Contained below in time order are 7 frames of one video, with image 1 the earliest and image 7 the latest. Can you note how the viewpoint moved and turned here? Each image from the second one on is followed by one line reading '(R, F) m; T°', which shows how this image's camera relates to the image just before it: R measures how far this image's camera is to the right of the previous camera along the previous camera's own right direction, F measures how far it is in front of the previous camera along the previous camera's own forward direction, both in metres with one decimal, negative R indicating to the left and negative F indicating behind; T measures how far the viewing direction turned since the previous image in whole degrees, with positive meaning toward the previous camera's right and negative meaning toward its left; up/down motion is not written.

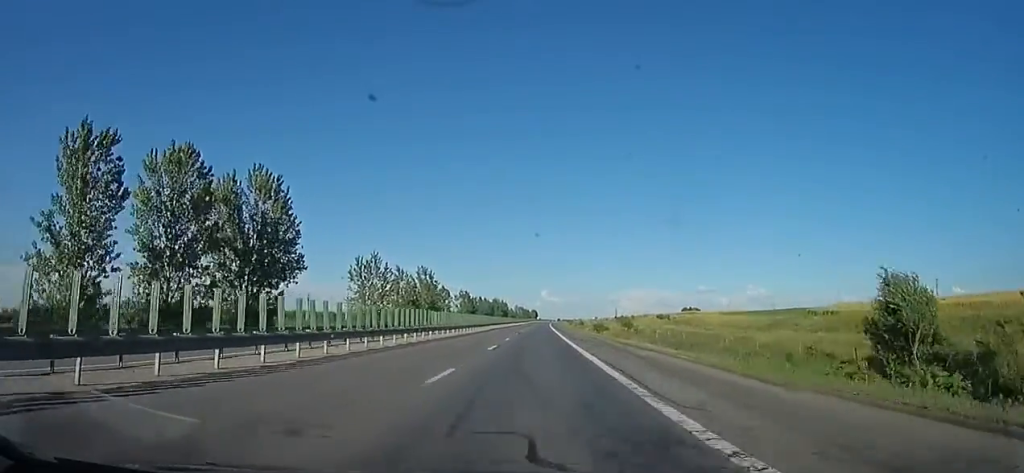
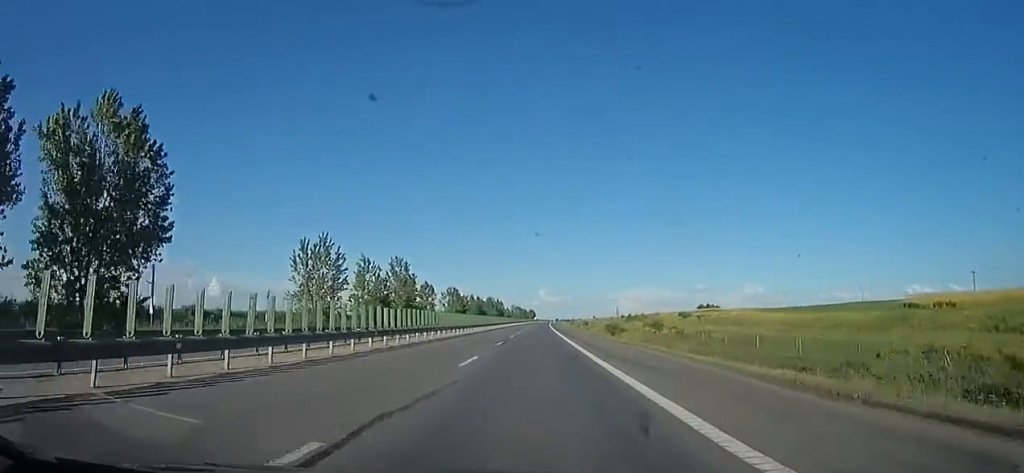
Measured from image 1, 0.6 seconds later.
(-0.6, +19.5) m; 0°
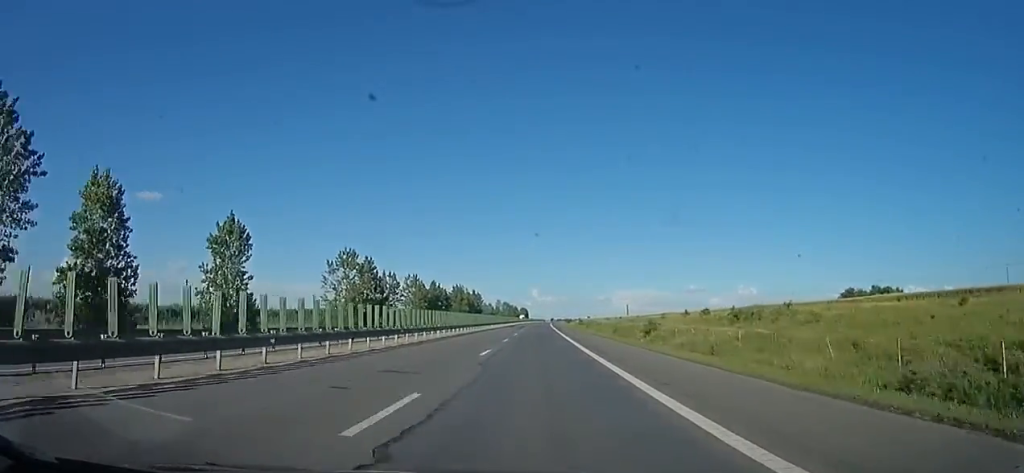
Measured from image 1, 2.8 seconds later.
(+1.8, +80.1) m; +2°
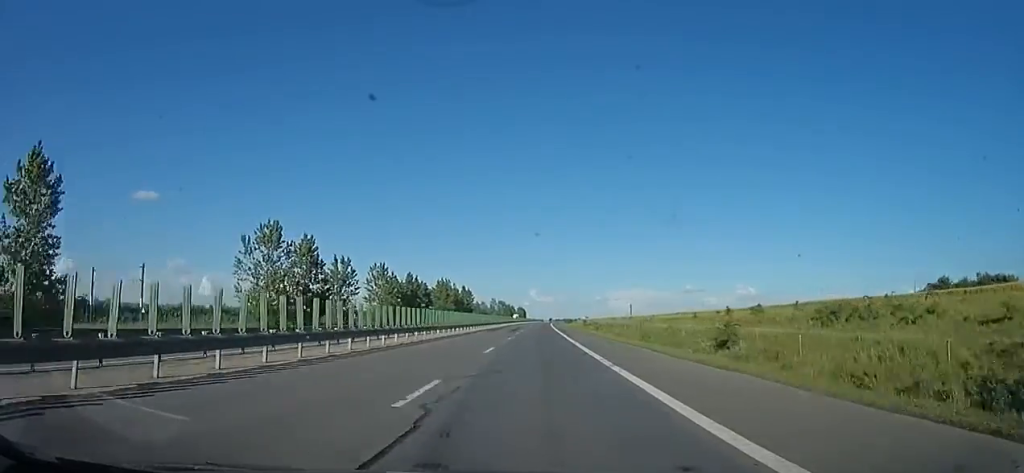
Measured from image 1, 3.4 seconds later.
(0.0, +22.1) m; 0°
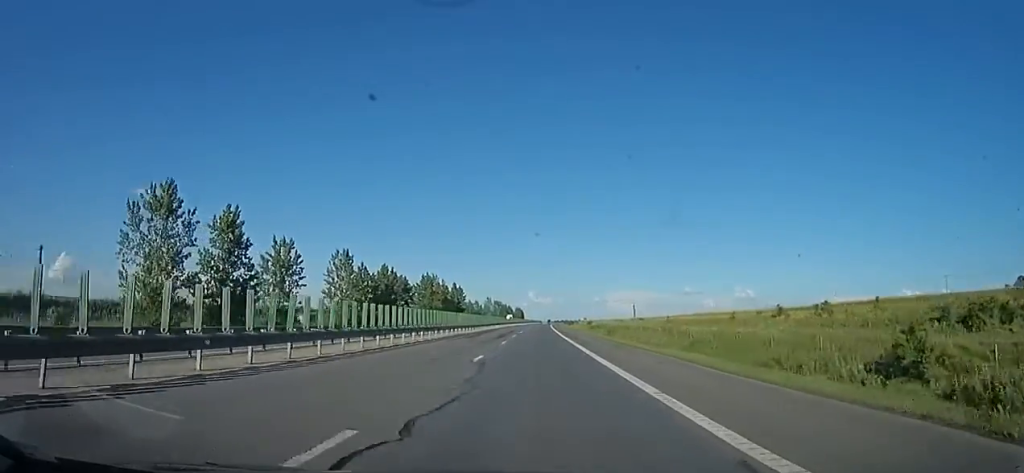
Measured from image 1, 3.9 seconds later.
(0.0, +16.8) m; 0°
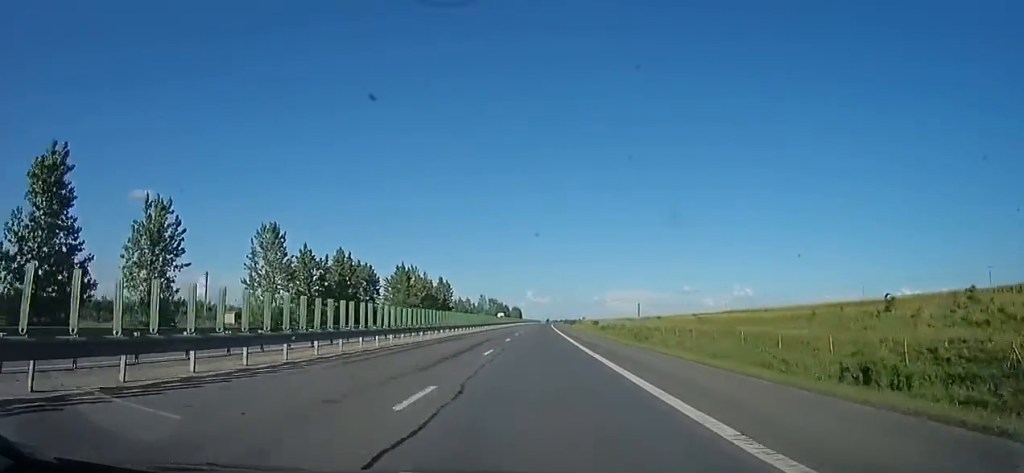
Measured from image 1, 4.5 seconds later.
(0.0, +20.5) m; 0°
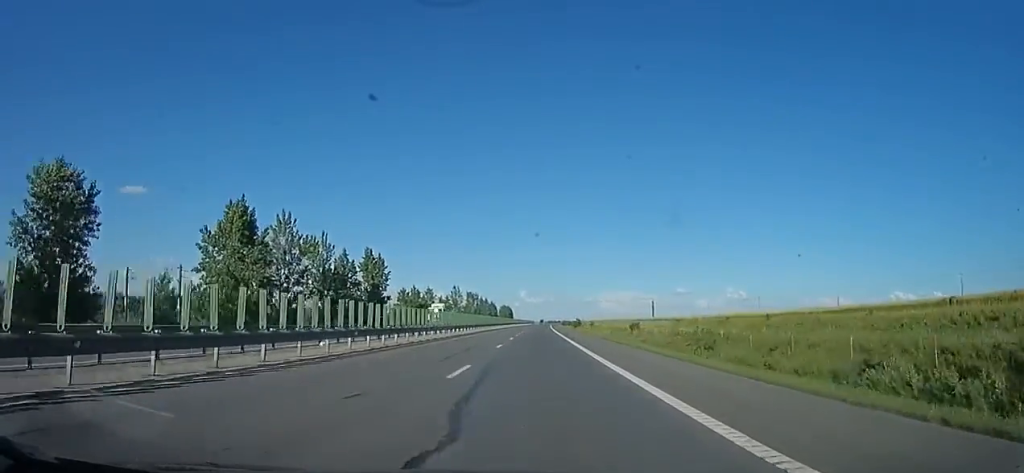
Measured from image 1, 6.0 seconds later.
(0.0, +56.7) m; 0°
